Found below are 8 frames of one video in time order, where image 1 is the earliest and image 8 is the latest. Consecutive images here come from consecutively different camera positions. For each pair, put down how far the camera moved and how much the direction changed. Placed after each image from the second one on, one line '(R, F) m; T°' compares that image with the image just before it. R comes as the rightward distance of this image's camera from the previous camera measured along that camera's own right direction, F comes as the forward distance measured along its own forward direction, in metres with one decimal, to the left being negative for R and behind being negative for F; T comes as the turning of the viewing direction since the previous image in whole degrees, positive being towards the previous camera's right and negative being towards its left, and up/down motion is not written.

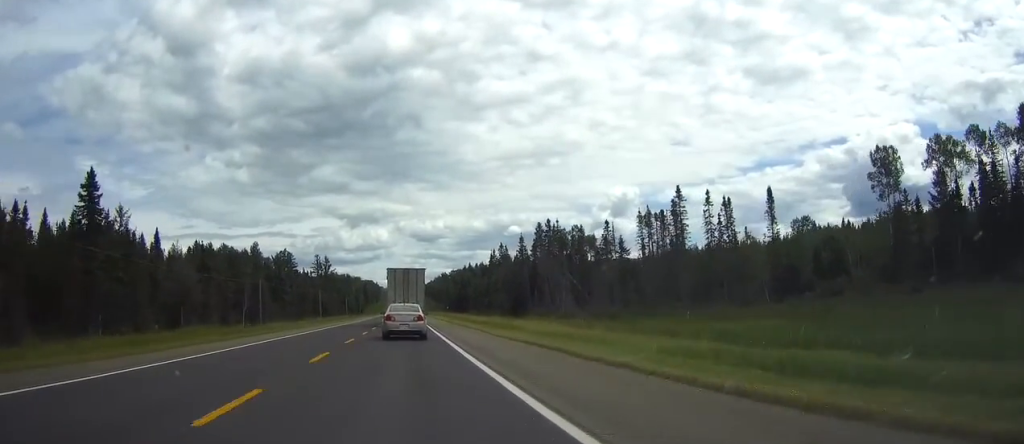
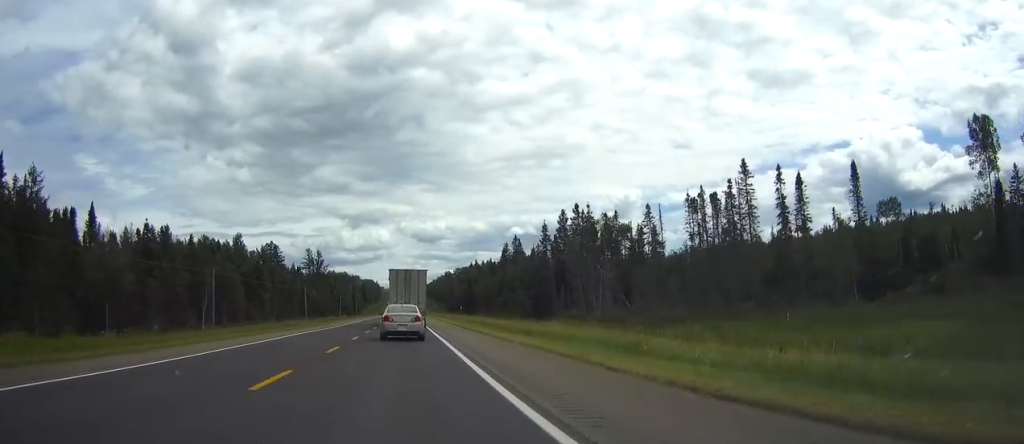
(-0.1, +23.4) m; 0°
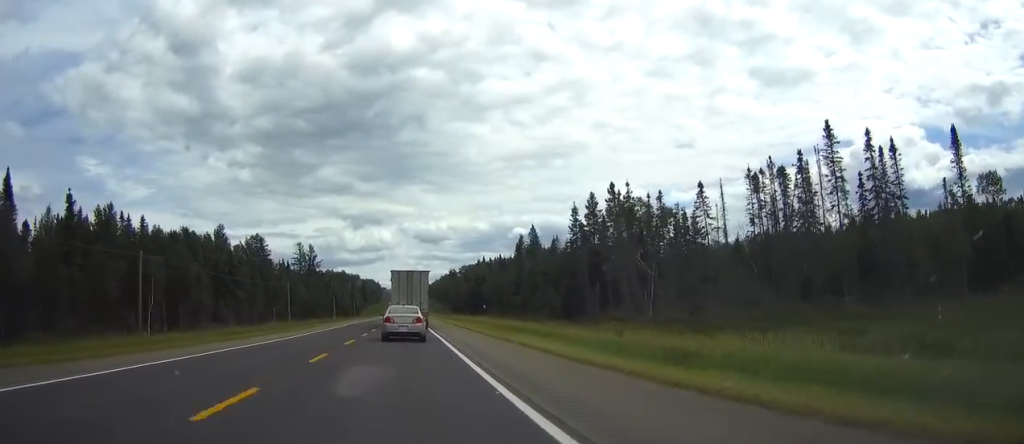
(0.0, +20.8) m; 0°
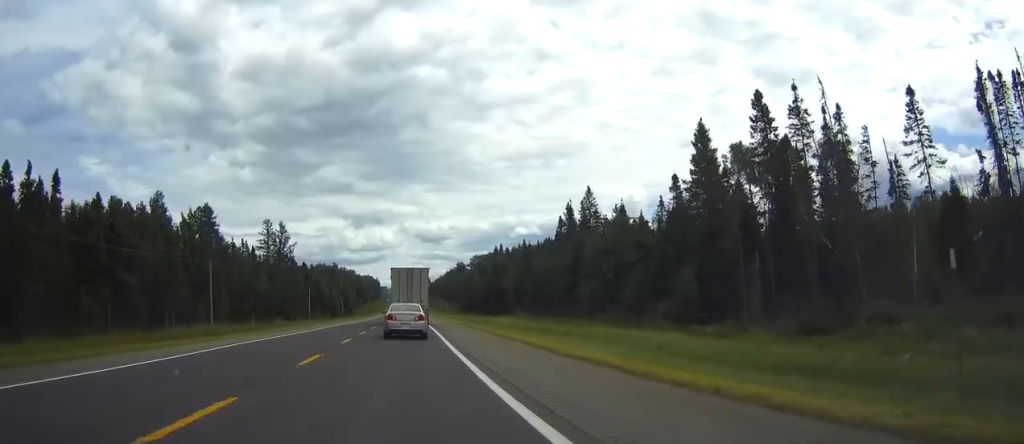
(0.0, +45.4) m; 0°
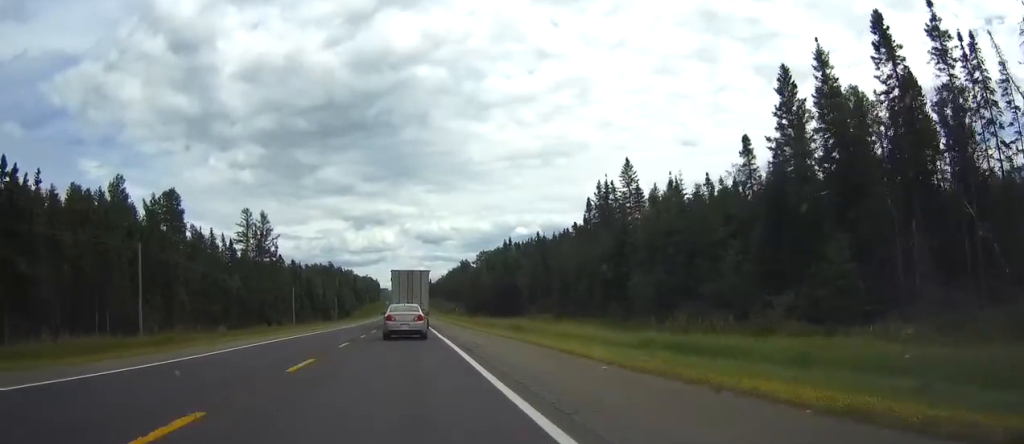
(0.0, +19.1) m; 0°
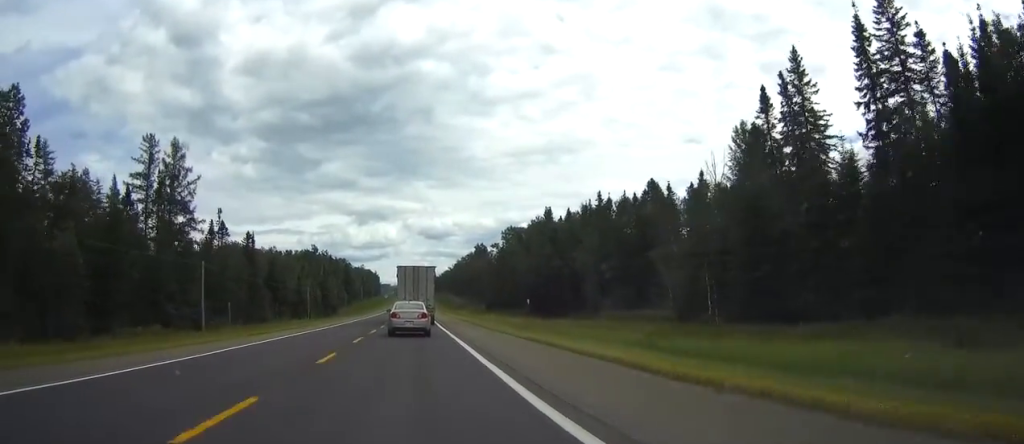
(0.0, +52.1) m; 0°
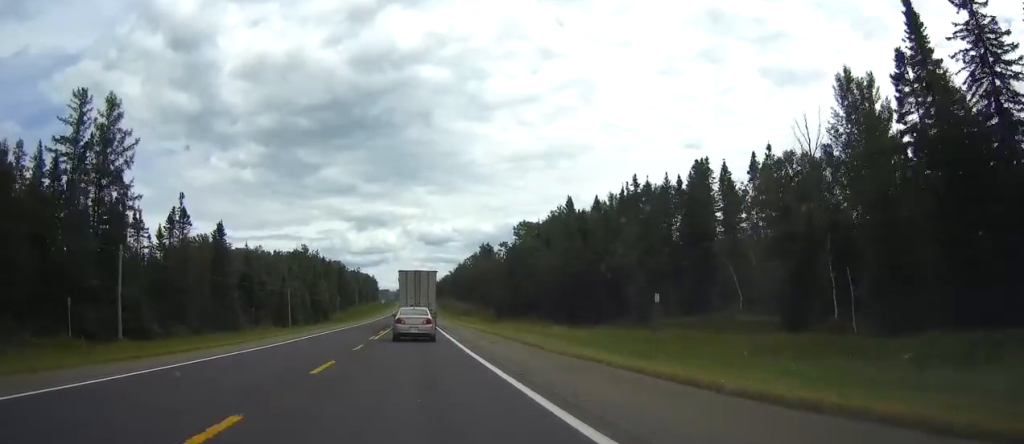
(0.0, +19.2) m; 0°
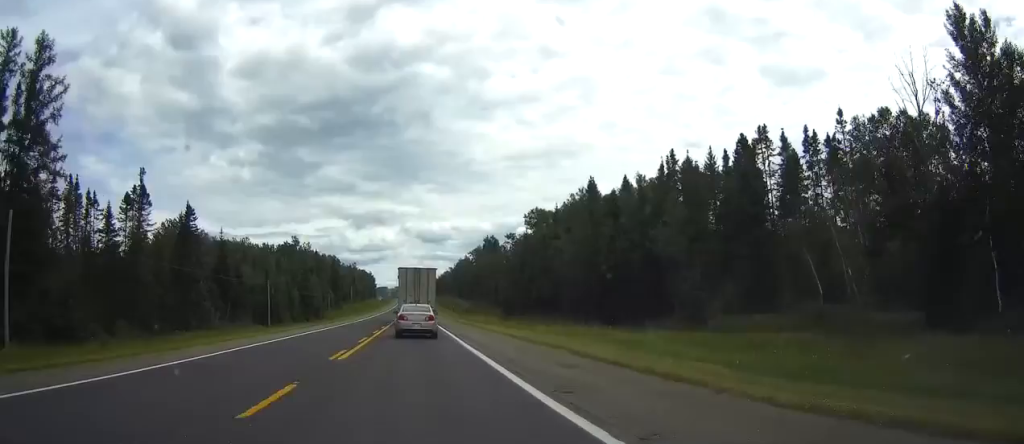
(0.0, +14.6) m; 0°
